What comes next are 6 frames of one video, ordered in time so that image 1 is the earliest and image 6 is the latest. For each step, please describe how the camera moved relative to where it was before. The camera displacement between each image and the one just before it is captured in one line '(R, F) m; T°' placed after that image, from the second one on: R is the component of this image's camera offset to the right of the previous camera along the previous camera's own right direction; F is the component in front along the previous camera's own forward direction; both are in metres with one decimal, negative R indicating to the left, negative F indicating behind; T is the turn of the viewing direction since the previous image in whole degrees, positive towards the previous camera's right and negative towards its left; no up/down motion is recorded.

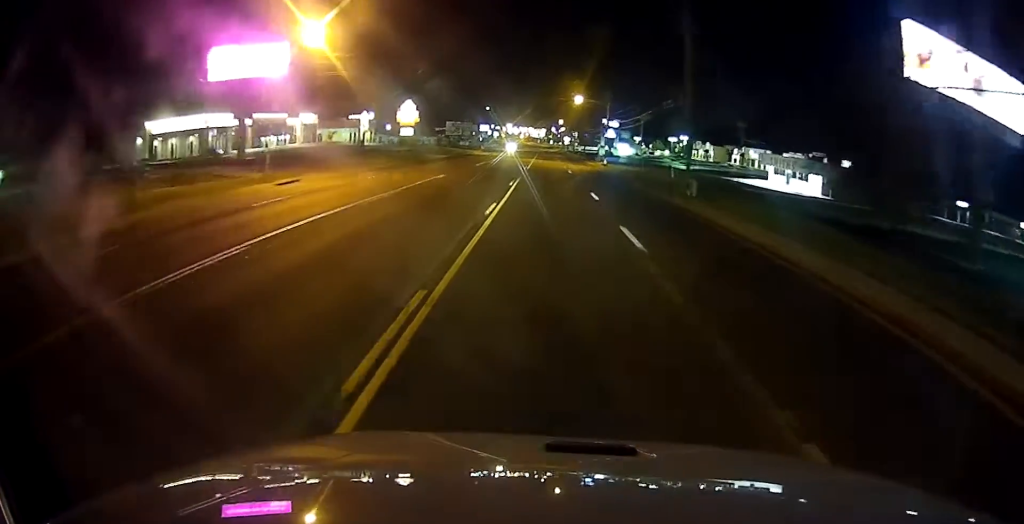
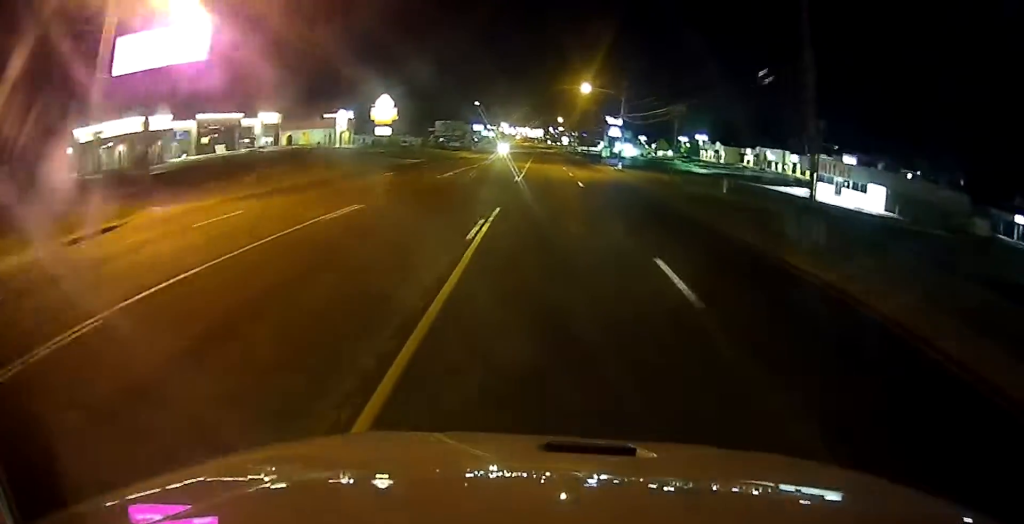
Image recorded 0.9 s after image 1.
(0.0, +16.4) m; 0°
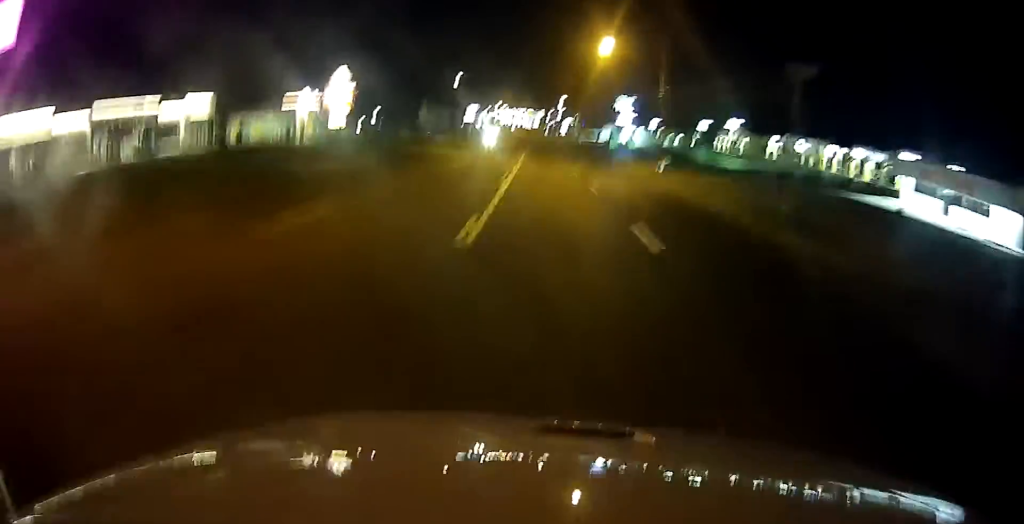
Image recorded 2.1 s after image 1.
(+0.1, +22.4) m; +2°
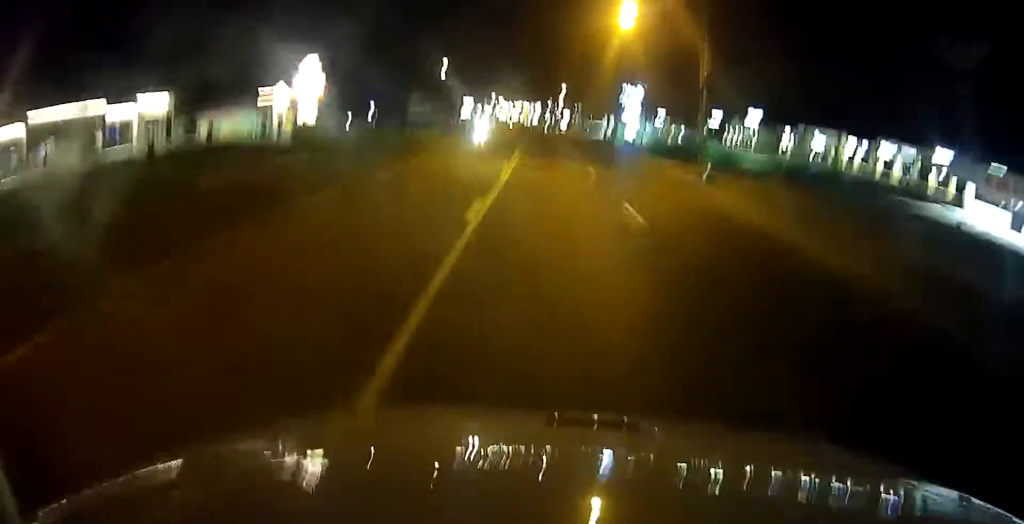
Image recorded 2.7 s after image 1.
(+0.4, +10.8) m; 0°
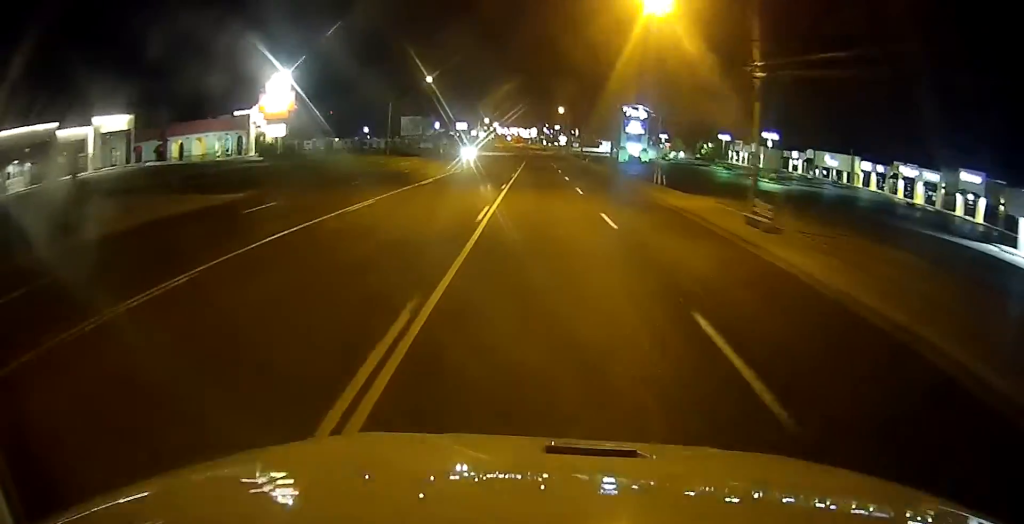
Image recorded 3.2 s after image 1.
(+0.1, +8.4) m; 0°
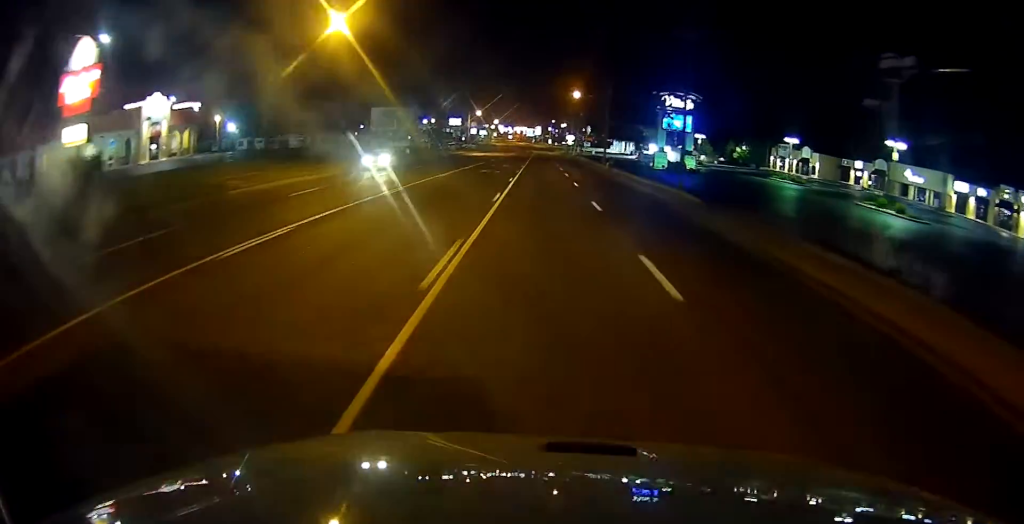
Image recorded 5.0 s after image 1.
(-1.1, +32.4) m; -2°
